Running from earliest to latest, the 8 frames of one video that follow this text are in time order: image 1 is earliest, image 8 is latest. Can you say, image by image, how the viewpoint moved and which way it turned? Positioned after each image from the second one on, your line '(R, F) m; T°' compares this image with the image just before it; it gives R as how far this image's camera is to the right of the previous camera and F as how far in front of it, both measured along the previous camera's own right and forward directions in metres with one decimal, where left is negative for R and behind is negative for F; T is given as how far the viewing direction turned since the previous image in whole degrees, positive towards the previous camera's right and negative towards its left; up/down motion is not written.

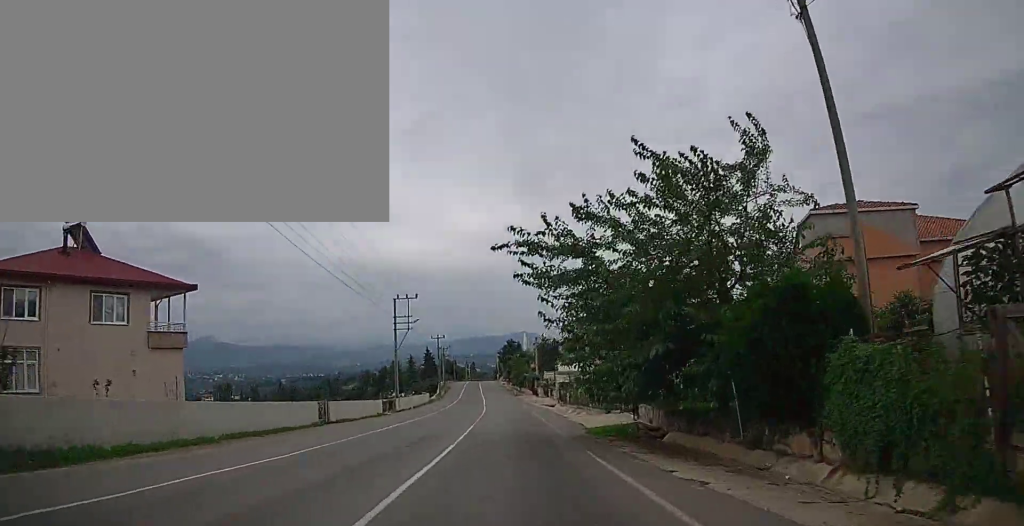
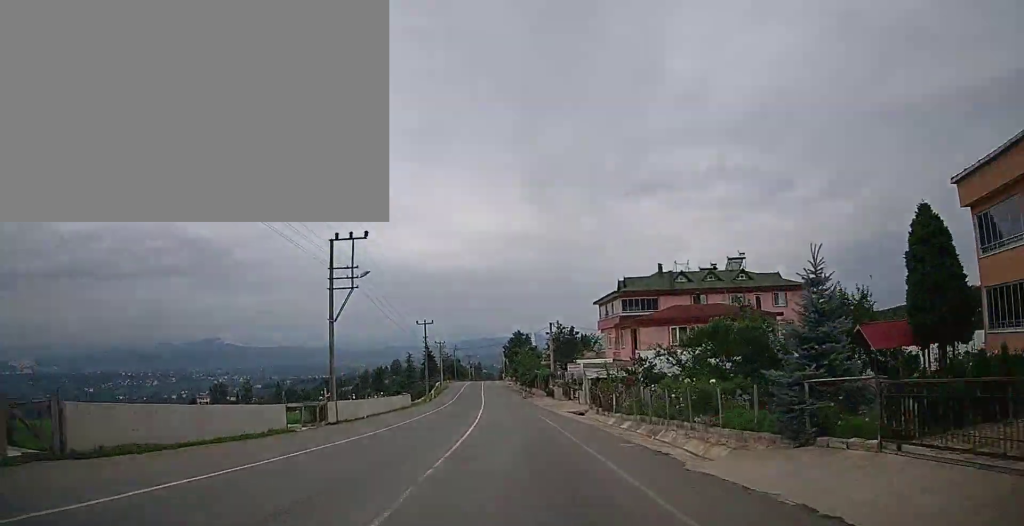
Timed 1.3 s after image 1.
(+0.2, +18.4) m; 0°
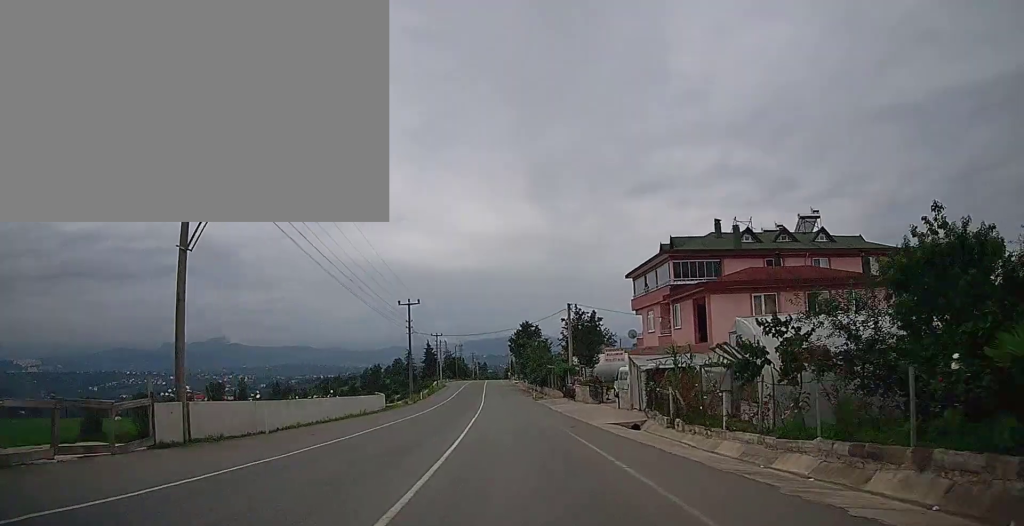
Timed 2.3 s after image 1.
(-0.1, +14.7) m; -1°
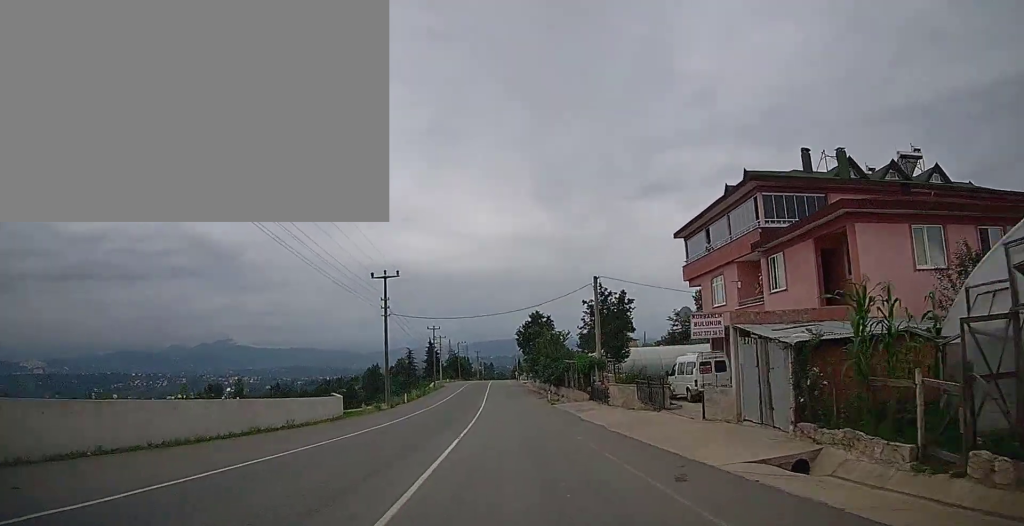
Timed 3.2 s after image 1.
(-0.2, +13.5) m; -1°
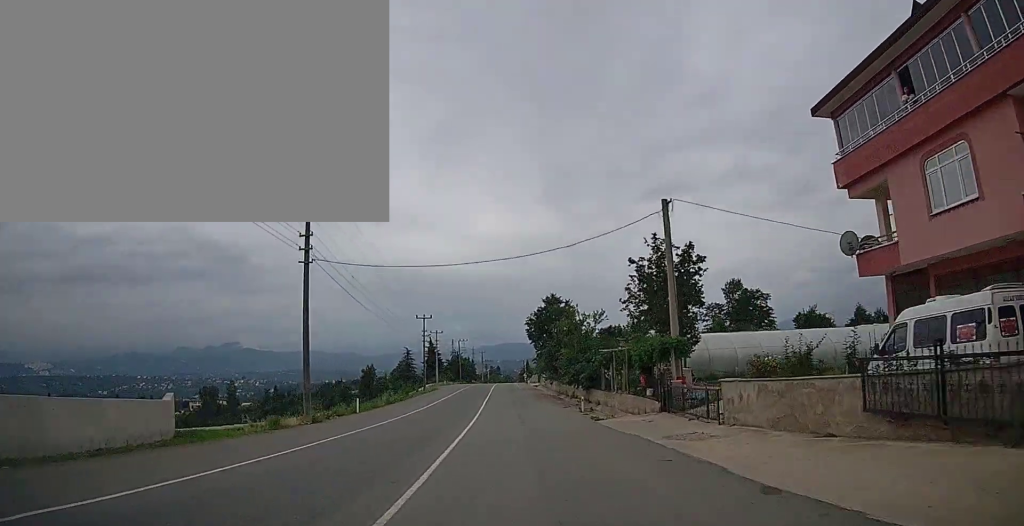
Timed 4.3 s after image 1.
(-0.1, +16.7) m; 0°
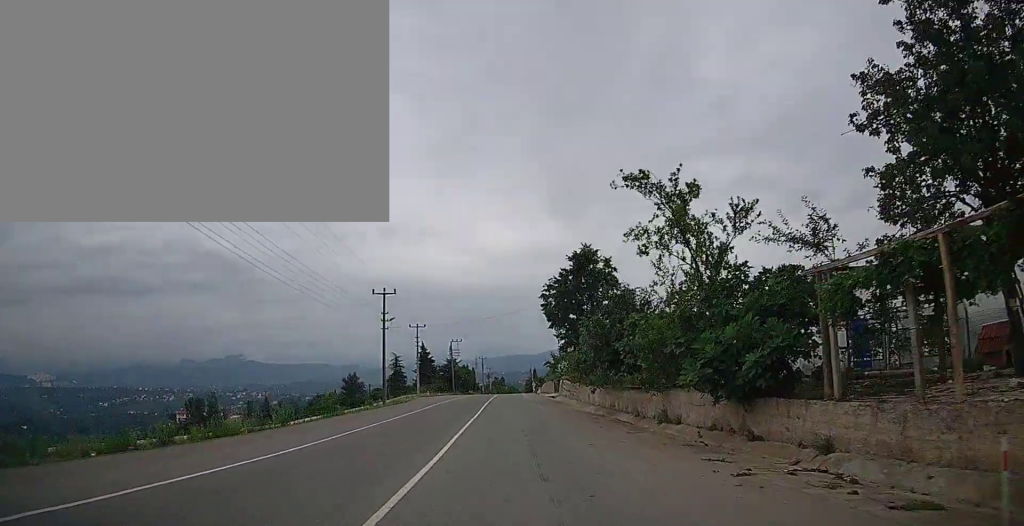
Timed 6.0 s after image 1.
(-0.1, +25.5) m; 0°
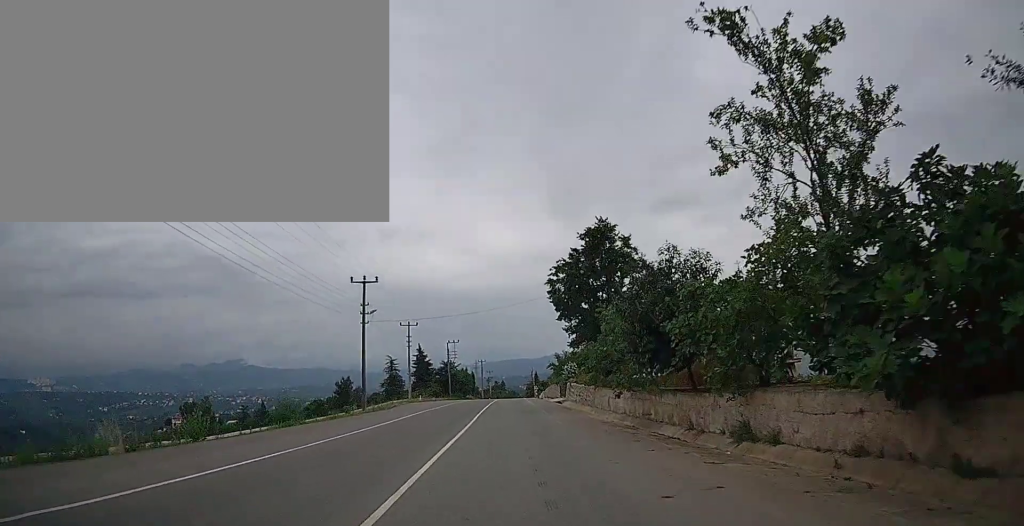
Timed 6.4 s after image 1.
(-0.1, +6.7) m; 0°
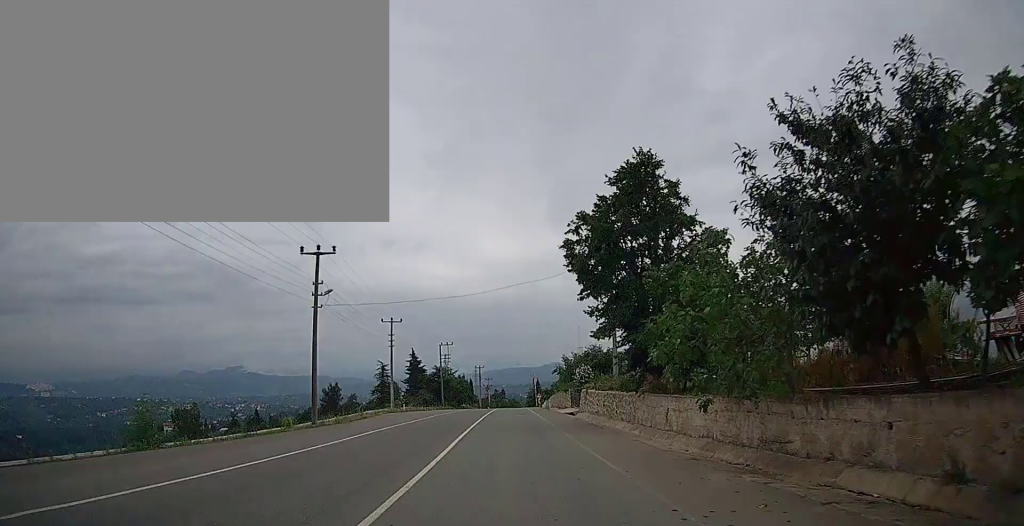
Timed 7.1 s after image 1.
(0.0, +10.3) m; 0°
